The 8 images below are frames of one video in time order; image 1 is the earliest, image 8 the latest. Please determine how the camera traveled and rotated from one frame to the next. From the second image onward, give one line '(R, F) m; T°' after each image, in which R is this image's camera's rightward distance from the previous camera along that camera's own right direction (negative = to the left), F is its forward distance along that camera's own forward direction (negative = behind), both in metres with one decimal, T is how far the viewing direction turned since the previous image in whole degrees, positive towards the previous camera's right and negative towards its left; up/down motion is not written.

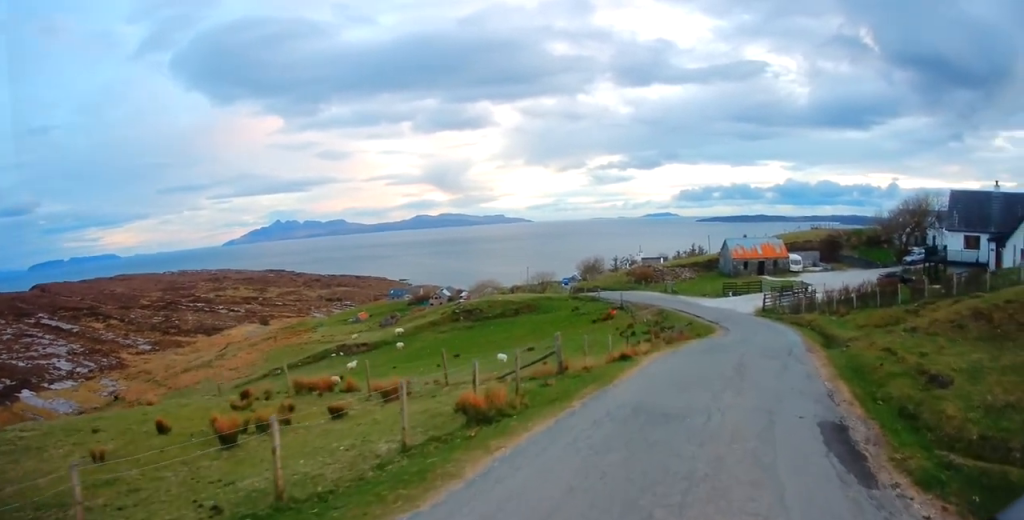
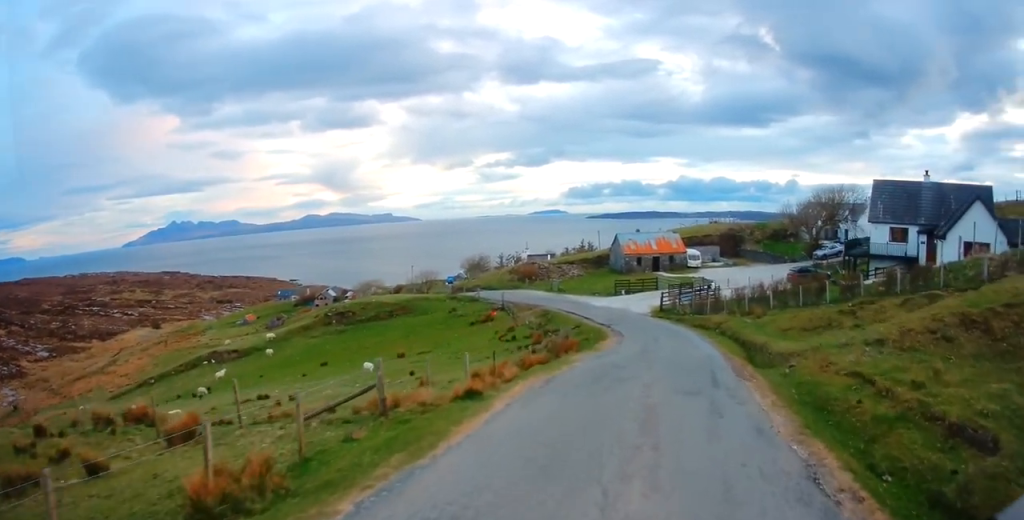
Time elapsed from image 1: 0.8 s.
(+0.2, +4.1) m; +14°
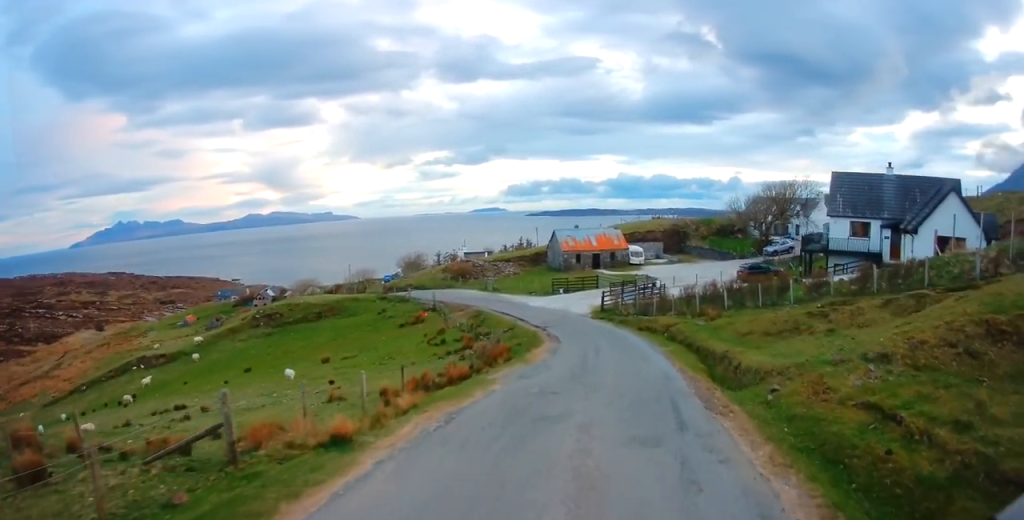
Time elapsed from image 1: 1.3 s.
(+0.4, +2.5) m; +4°
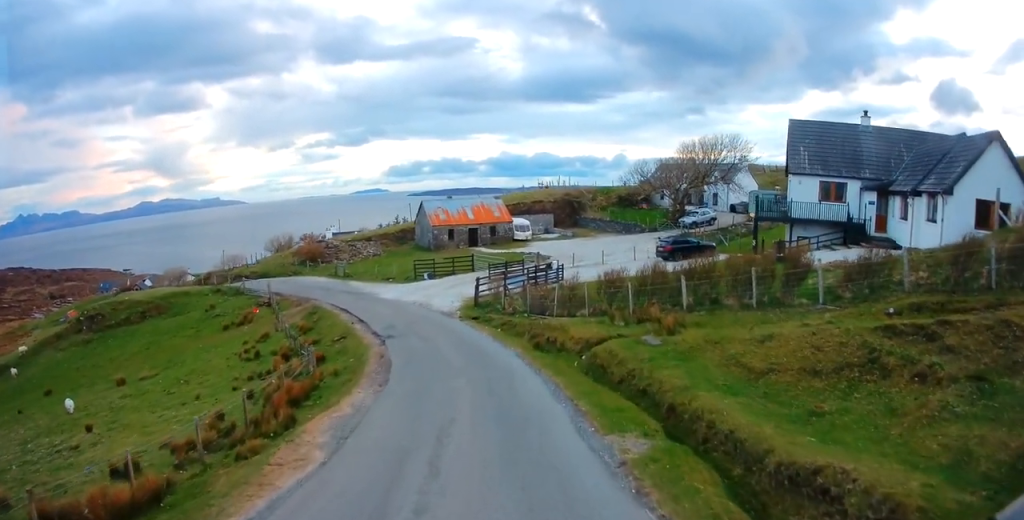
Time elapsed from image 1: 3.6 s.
(0.0, +11.9) m; 0°
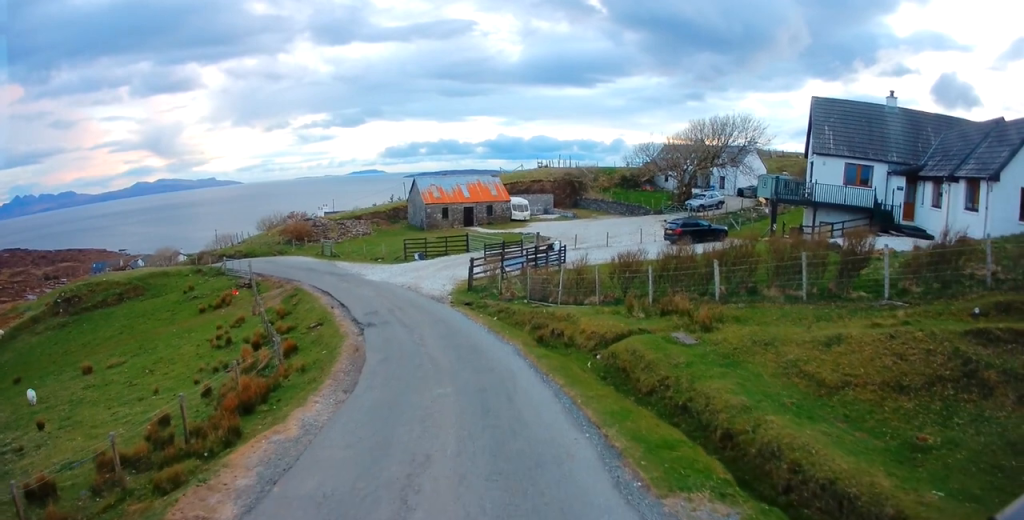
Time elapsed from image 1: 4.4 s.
(+0.2, +2.9) m; +1°
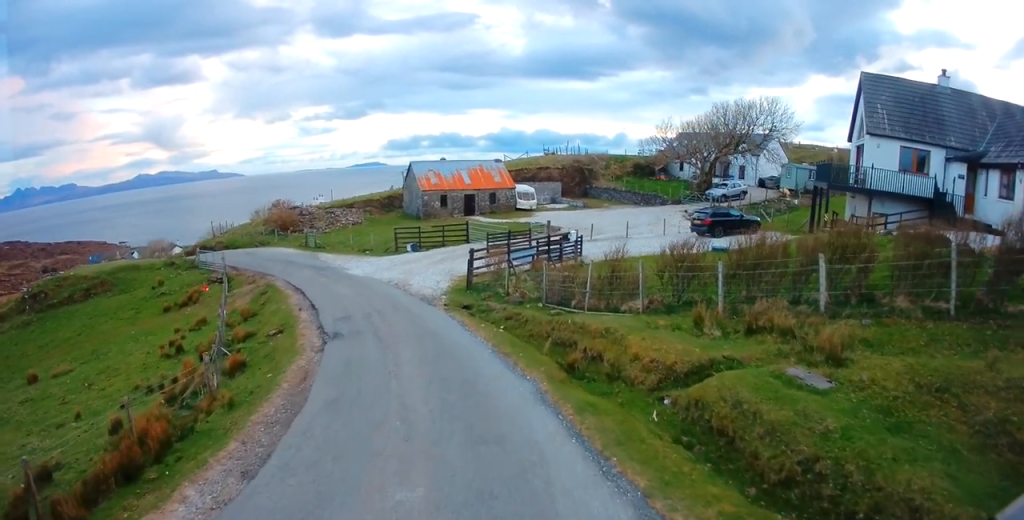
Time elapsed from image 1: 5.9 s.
(-0.3, +4.8) m; -3°
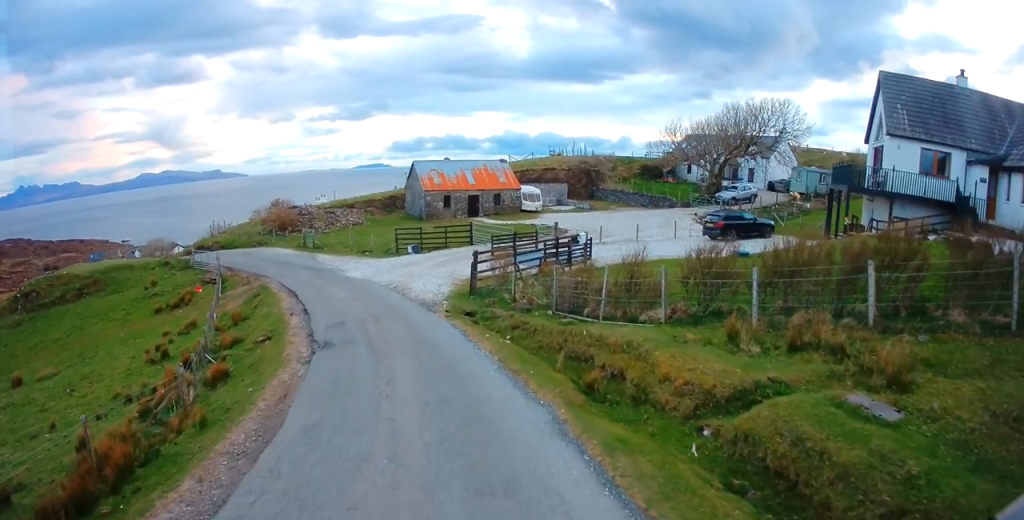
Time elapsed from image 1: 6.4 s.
(+0.2, +1.3) m; 0°
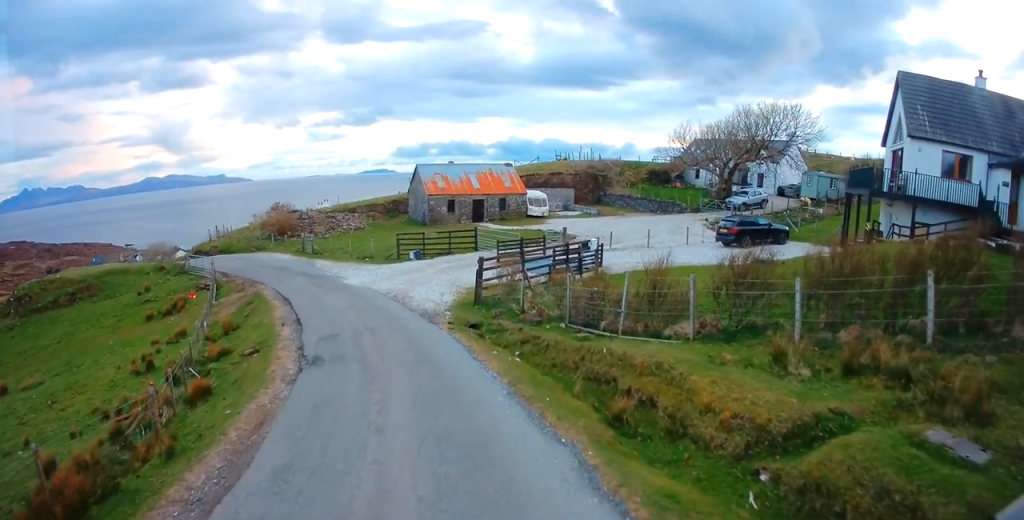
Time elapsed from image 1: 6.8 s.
(+0.2, +1.2) m; 0°
